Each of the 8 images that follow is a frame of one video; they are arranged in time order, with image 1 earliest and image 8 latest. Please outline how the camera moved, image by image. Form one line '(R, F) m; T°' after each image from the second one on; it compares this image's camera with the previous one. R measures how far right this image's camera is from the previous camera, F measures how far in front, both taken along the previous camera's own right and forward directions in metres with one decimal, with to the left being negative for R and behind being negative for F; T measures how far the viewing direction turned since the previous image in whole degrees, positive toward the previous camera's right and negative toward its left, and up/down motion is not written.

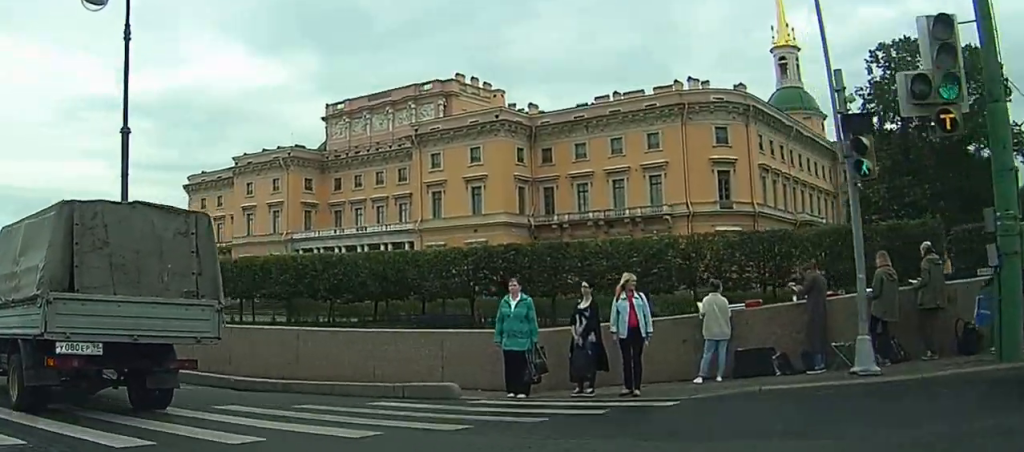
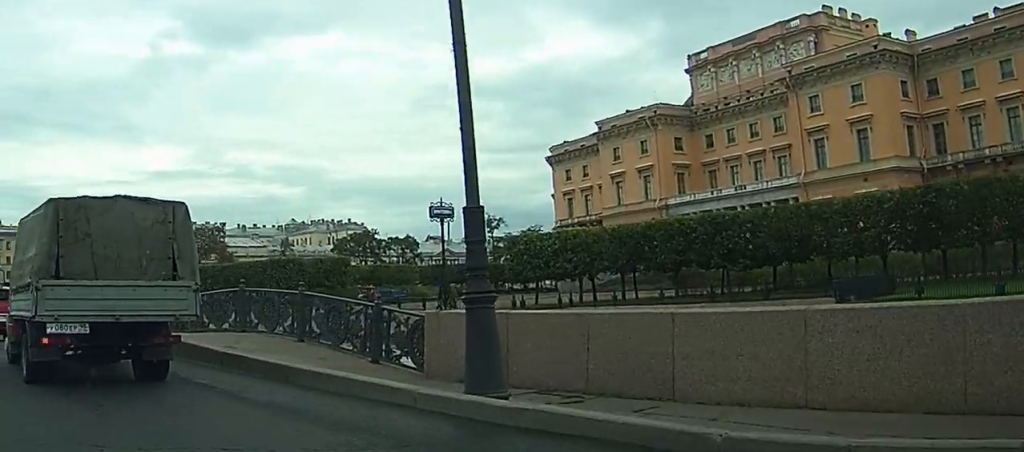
(-2.1, +6.6) m; -45°
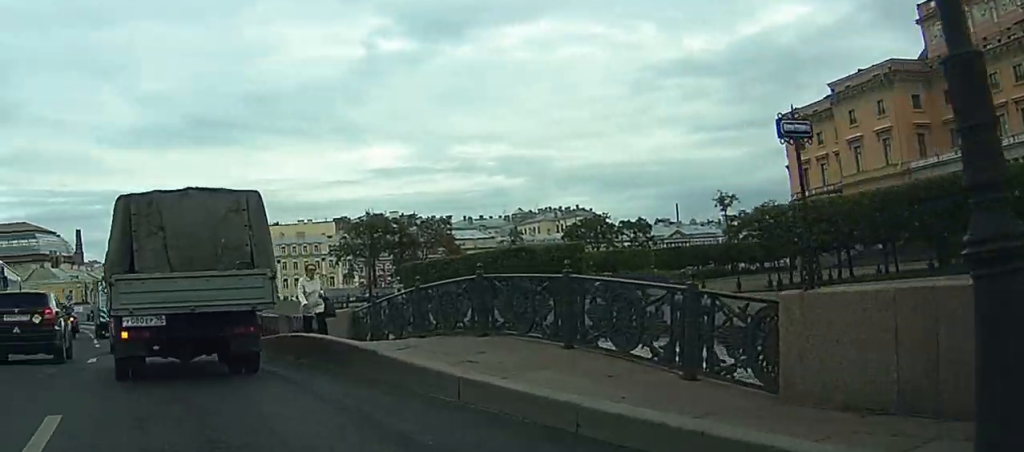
(-1.5, +5.9) m; -23°
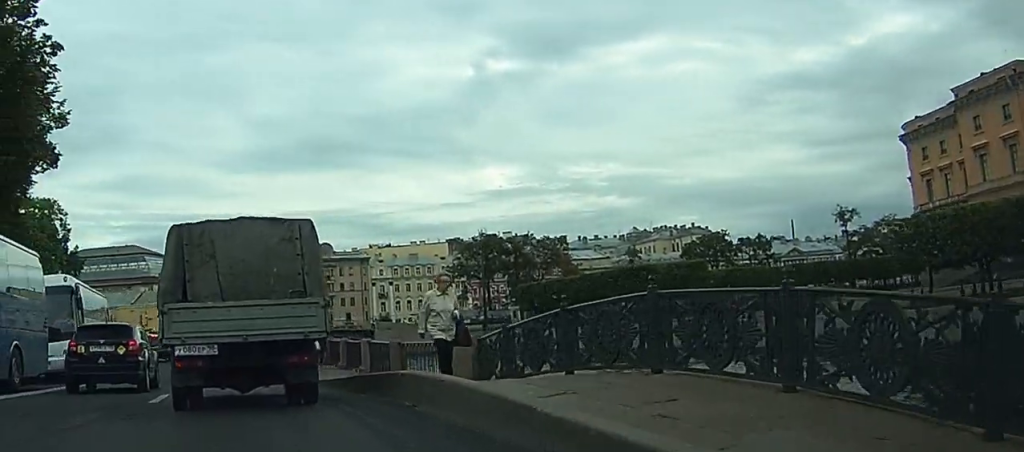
(+0.2, +3.6) m; -11°
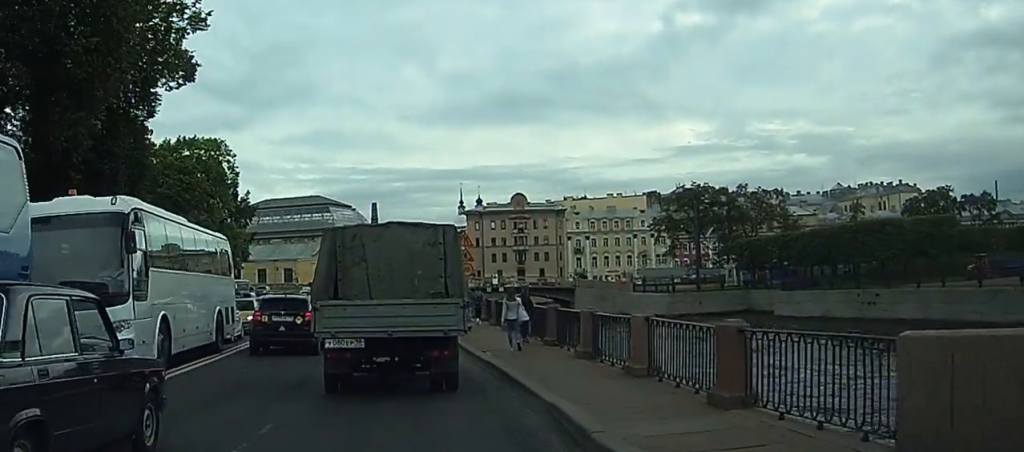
(-3.2, +11.7) m; -15°
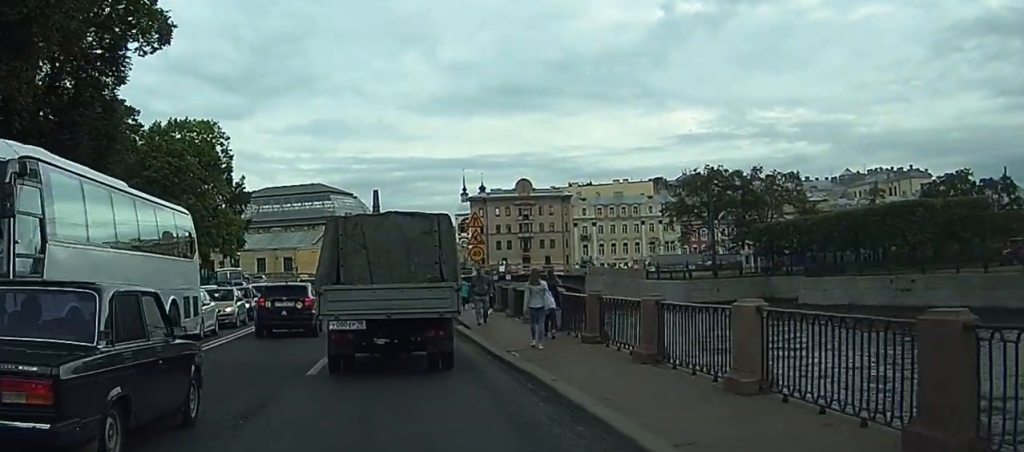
(+0.1, +5.1) m; +1°
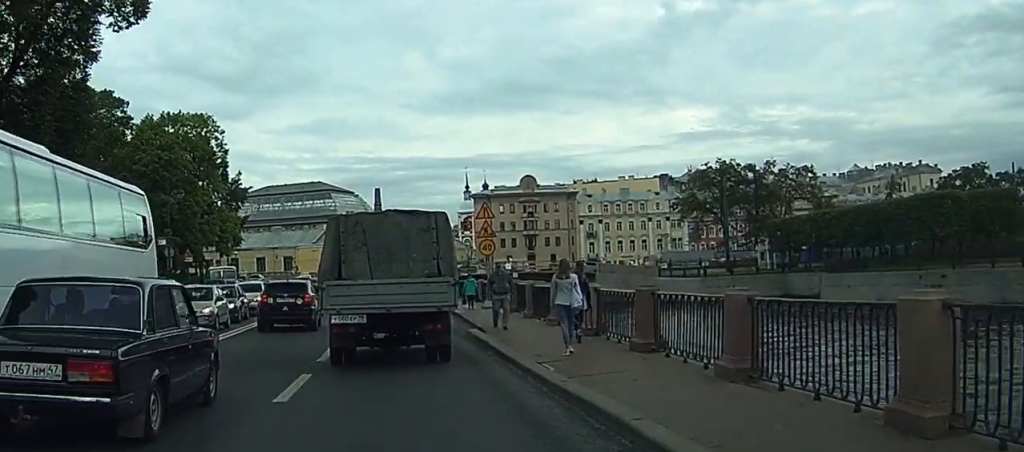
(0.0, +3.8) m; -1°
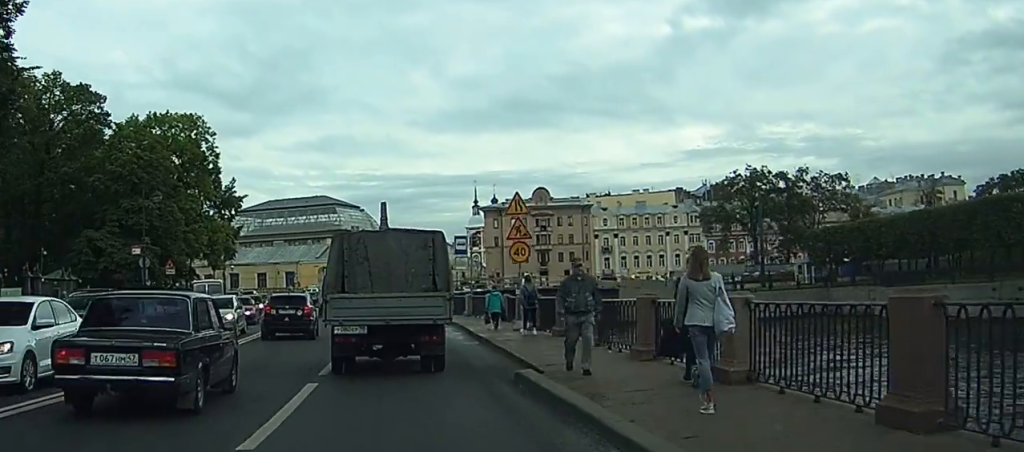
(-0.2, +7.6) m; -2°
